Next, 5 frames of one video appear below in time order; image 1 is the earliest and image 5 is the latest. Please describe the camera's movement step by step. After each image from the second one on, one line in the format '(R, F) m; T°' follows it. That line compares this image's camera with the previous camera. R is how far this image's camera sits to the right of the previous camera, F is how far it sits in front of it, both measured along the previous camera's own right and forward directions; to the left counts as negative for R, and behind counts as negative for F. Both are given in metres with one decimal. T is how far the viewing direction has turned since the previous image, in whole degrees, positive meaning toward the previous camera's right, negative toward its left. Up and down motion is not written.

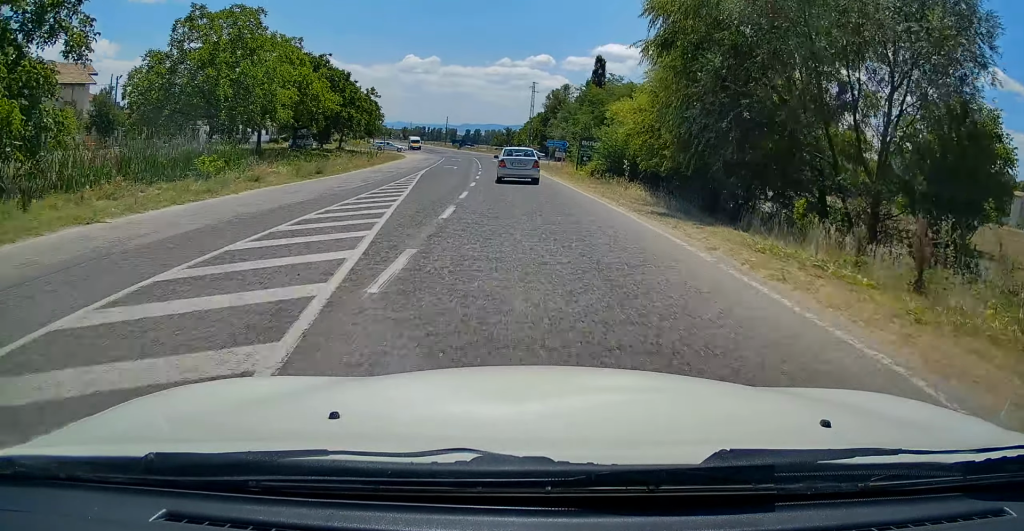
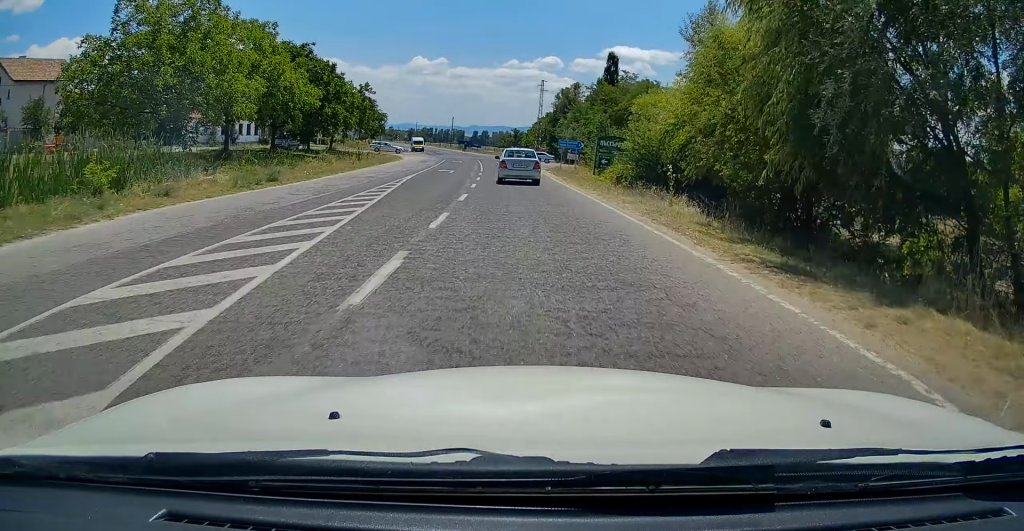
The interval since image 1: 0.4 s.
(0.0, +6.8) m; 0°
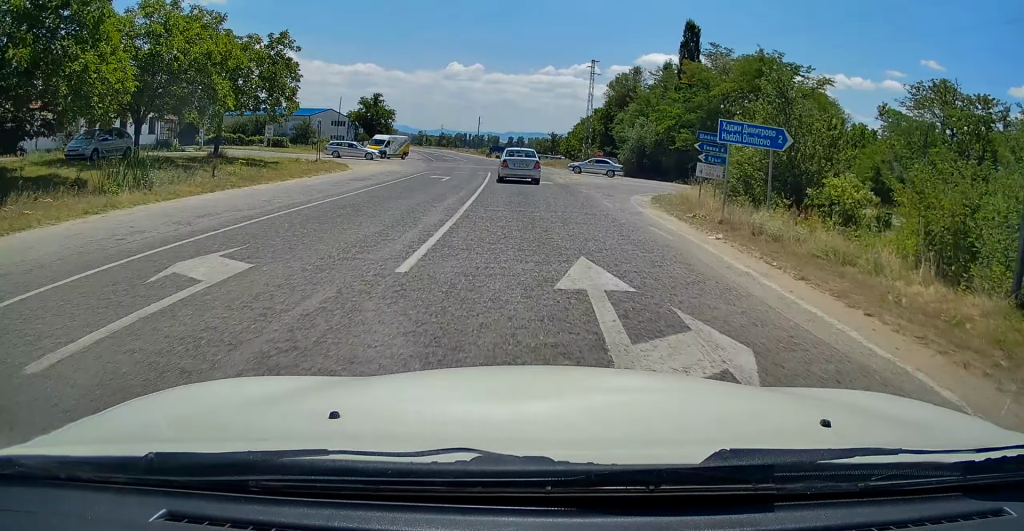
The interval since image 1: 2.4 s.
(-0.6, +34.1) m; -3°
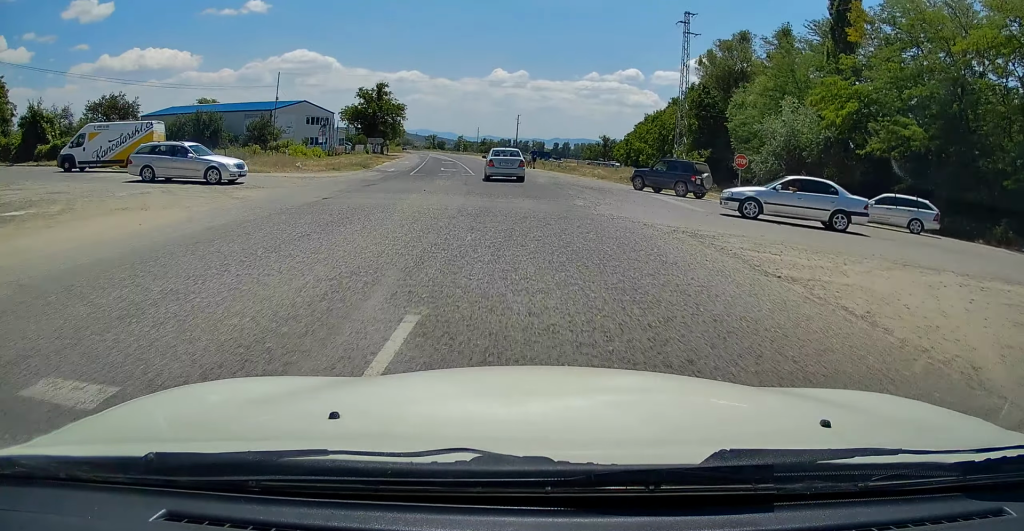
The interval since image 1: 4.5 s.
(-0.9, +34.3) m; -3°
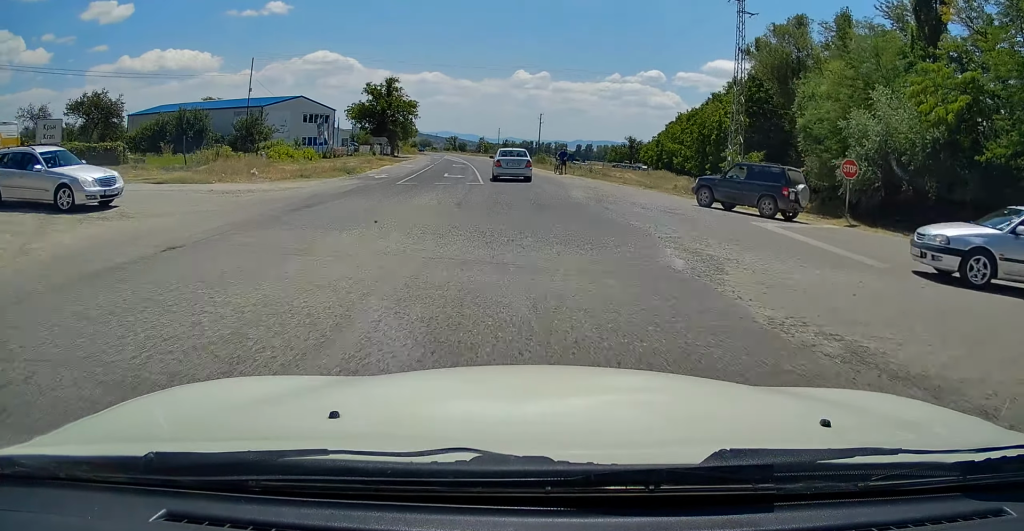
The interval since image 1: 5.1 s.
(0.0, +9.3) m; -1°
